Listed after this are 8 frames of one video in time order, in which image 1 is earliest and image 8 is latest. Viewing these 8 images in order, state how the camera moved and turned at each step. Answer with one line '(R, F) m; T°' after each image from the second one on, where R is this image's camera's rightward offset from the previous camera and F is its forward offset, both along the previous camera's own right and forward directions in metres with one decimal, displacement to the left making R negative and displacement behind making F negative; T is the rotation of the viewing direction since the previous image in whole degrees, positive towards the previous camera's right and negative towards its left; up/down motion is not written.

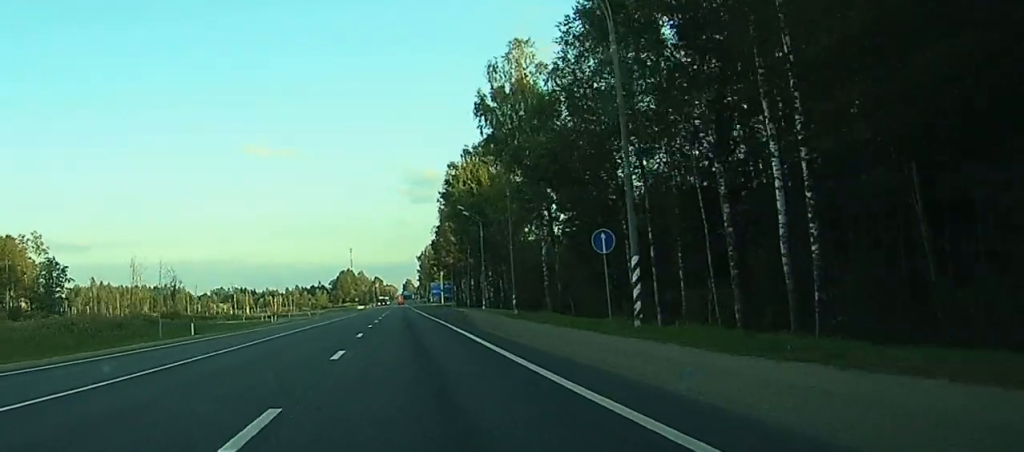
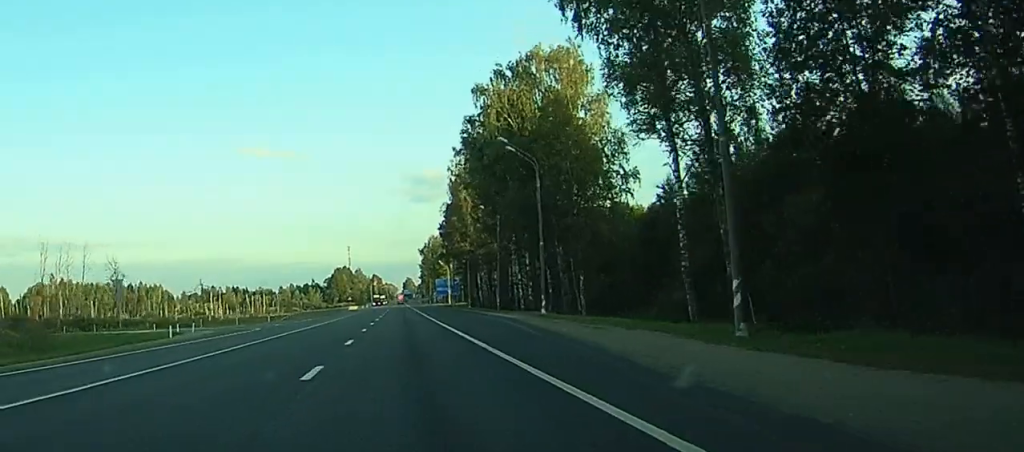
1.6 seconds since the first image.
(+2.0, +39.8) m; +3°
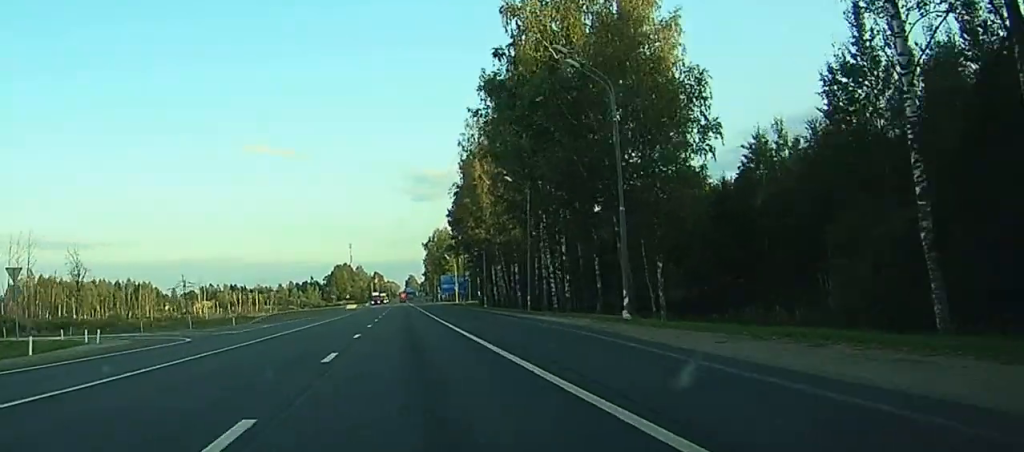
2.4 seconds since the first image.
(-0.9, +19.5) m; 0°
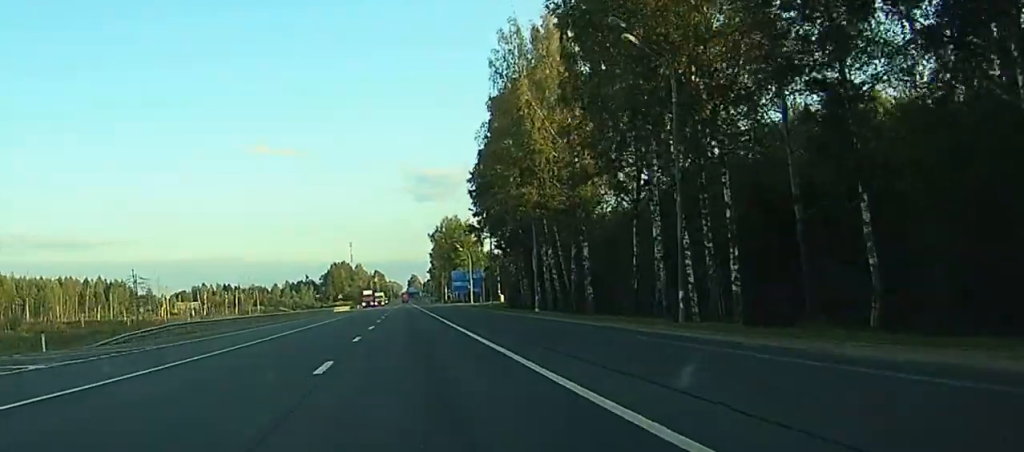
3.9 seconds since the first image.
(-0.8, +37.9) m; -4°
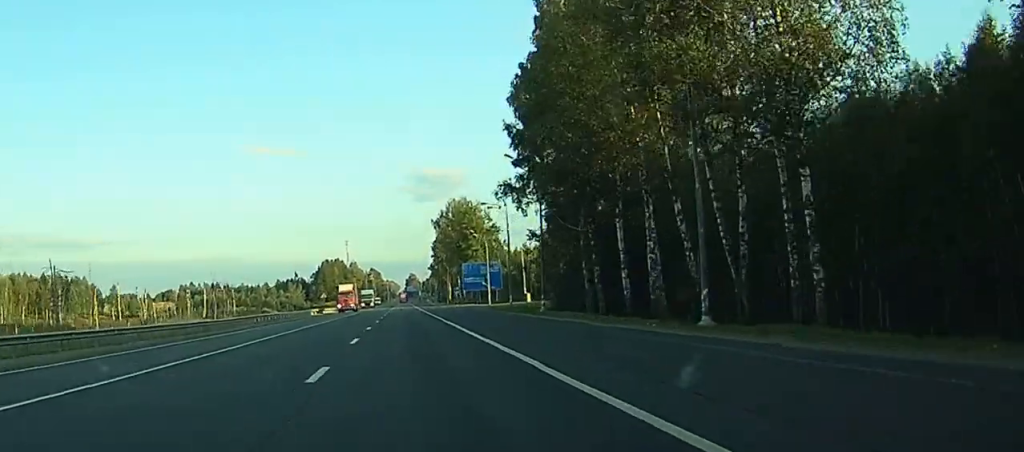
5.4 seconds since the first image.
(-0.1, +37.6) m; +1°
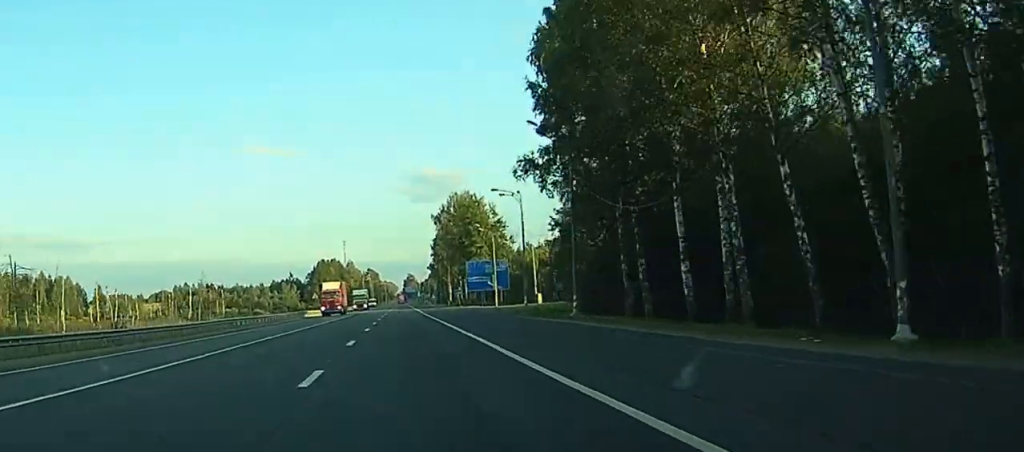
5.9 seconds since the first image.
(-0.1, +12.2) m; 0°
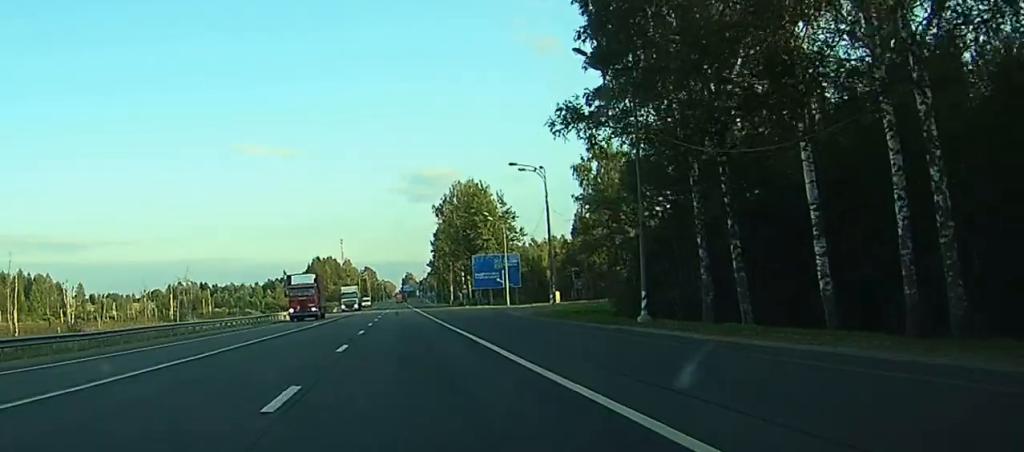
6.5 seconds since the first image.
(-0.1, +14.5) m; 0°
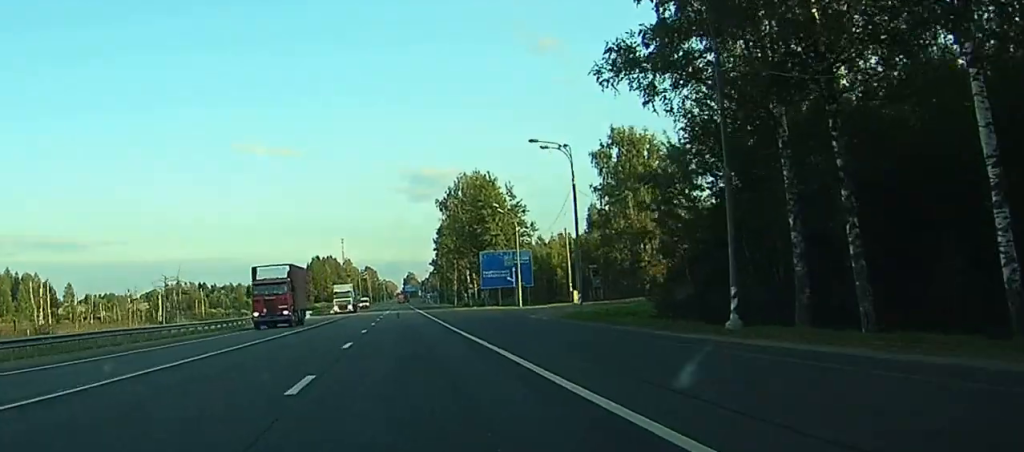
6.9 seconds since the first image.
(0.0, +9.2) m; +1°
